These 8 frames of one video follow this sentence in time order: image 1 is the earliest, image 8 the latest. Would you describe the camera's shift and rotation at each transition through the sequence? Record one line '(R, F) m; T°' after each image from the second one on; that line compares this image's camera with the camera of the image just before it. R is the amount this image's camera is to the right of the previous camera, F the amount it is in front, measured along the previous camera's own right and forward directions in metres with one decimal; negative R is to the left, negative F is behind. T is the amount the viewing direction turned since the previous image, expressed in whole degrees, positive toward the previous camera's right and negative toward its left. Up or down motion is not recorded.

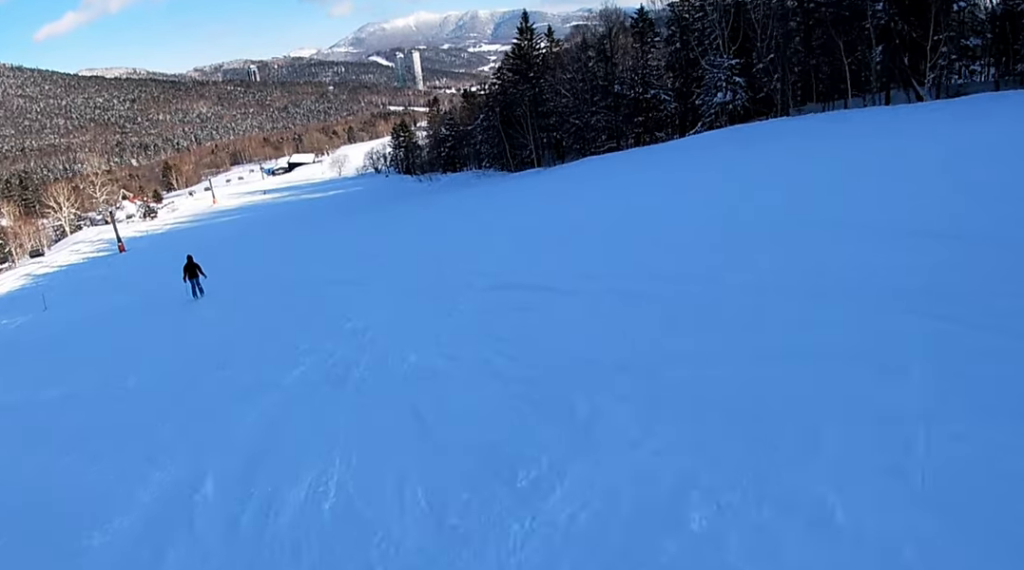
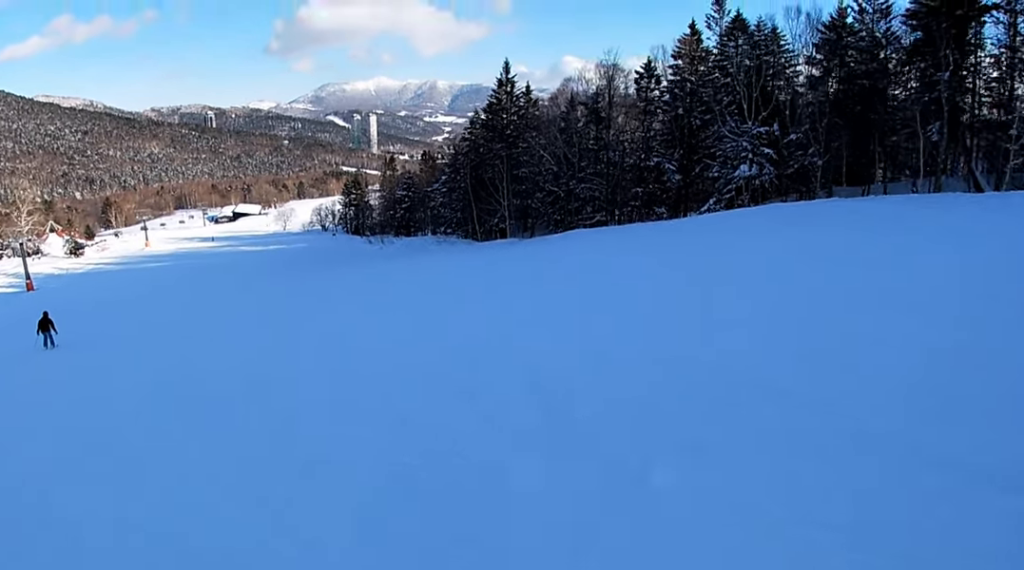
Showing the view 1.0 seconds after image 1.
(+1.2, +11.9) m; +7°
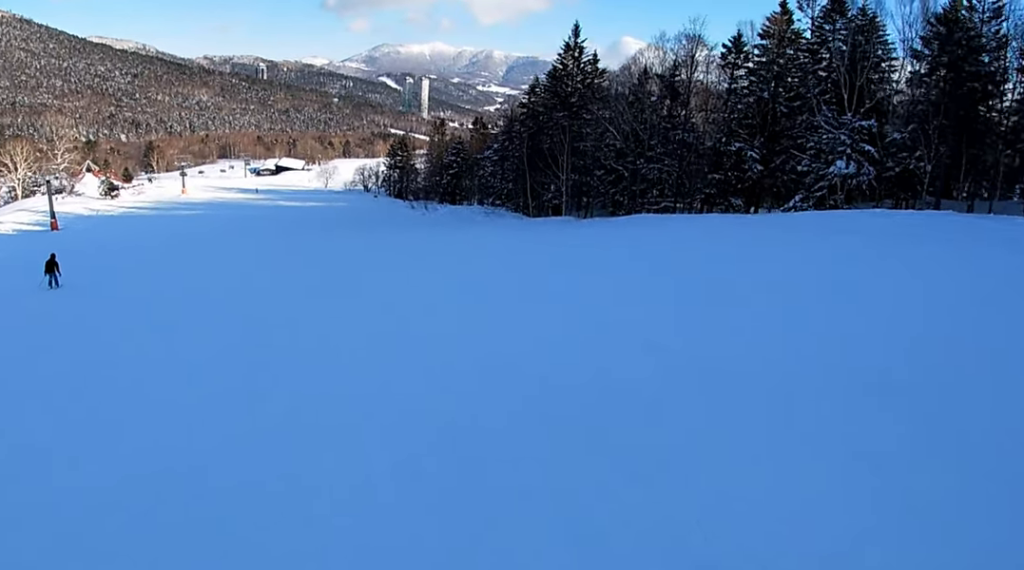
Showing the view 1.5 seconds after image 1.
(+0.1, +5.3) m; -2°
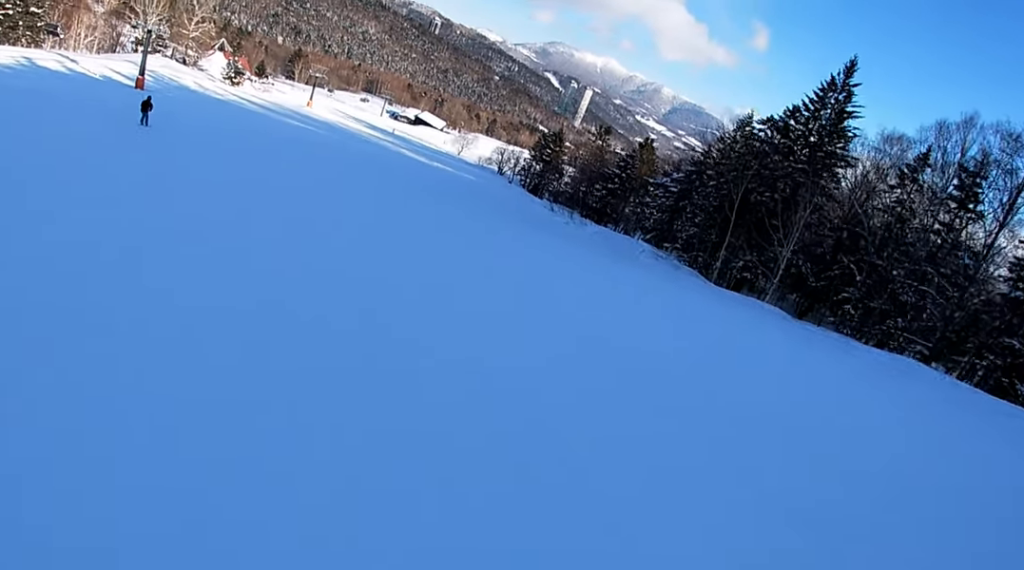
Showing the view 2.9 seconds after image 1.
(-2.7, +16.8) m; -15°
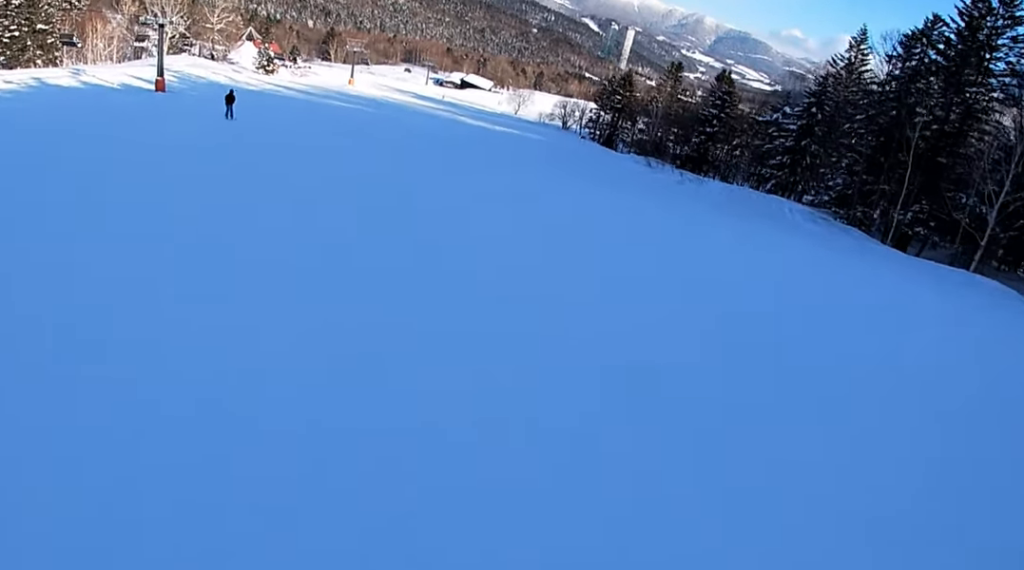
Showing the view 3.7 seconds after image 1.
(-0.4, +10.4) m; -3°
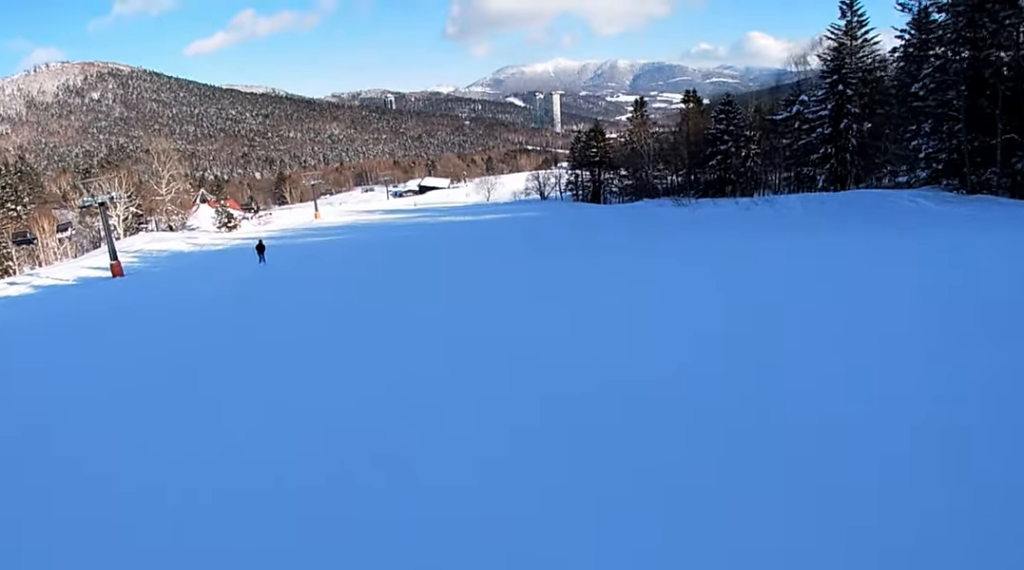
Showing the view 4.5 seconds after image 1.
(+0.3, +11.2) m; +1°
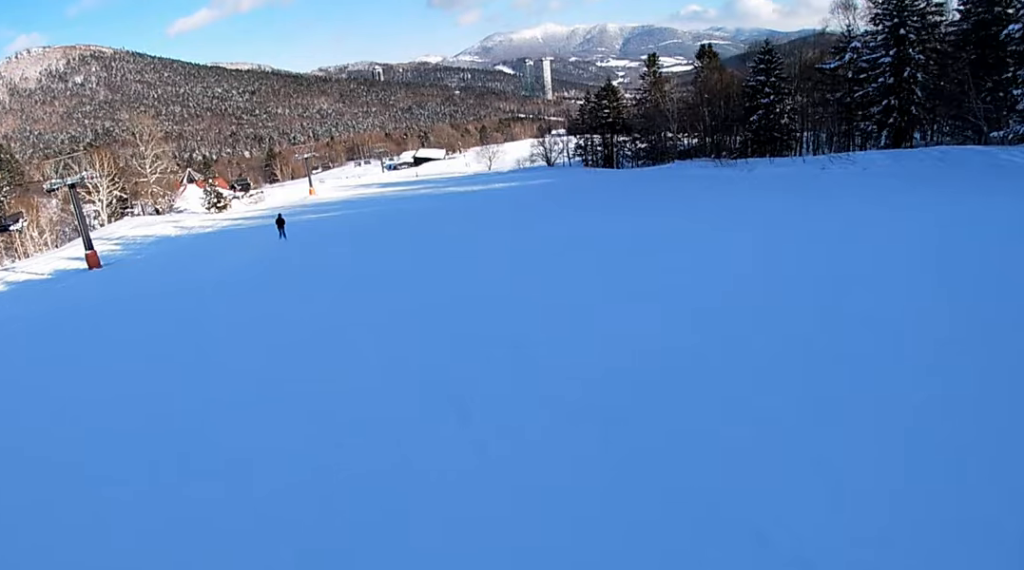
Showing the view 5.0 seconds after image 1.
(-0.9, +7.1) m; +3°
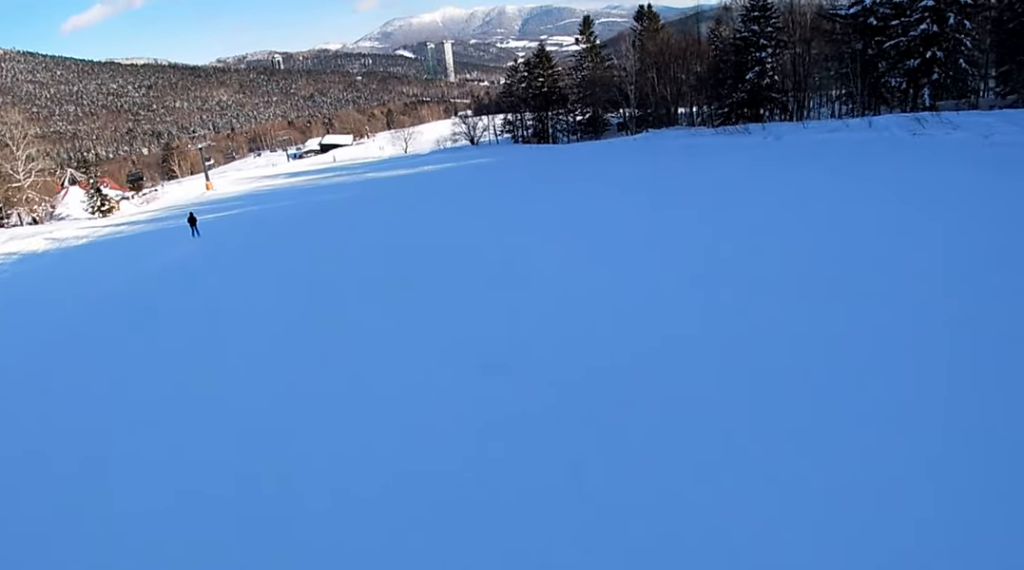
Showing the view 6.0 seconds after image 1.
(+2.0, +13.9) m; +16°
